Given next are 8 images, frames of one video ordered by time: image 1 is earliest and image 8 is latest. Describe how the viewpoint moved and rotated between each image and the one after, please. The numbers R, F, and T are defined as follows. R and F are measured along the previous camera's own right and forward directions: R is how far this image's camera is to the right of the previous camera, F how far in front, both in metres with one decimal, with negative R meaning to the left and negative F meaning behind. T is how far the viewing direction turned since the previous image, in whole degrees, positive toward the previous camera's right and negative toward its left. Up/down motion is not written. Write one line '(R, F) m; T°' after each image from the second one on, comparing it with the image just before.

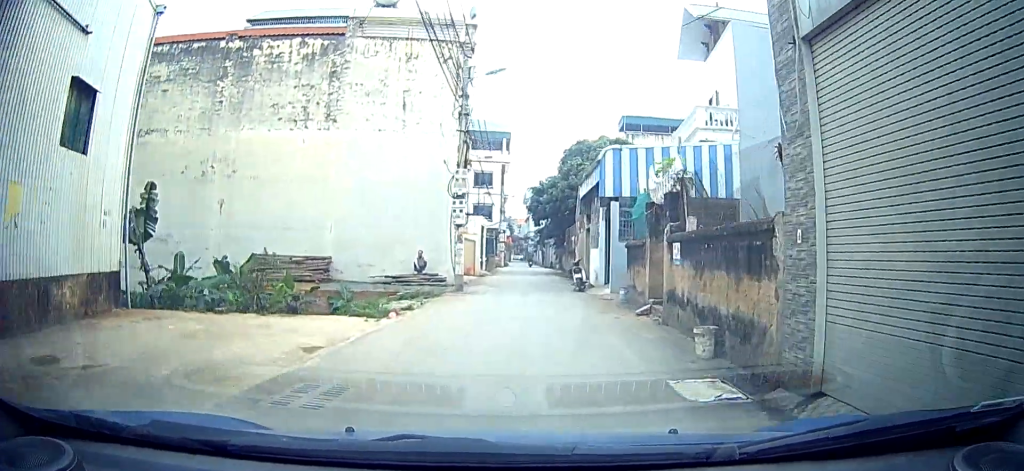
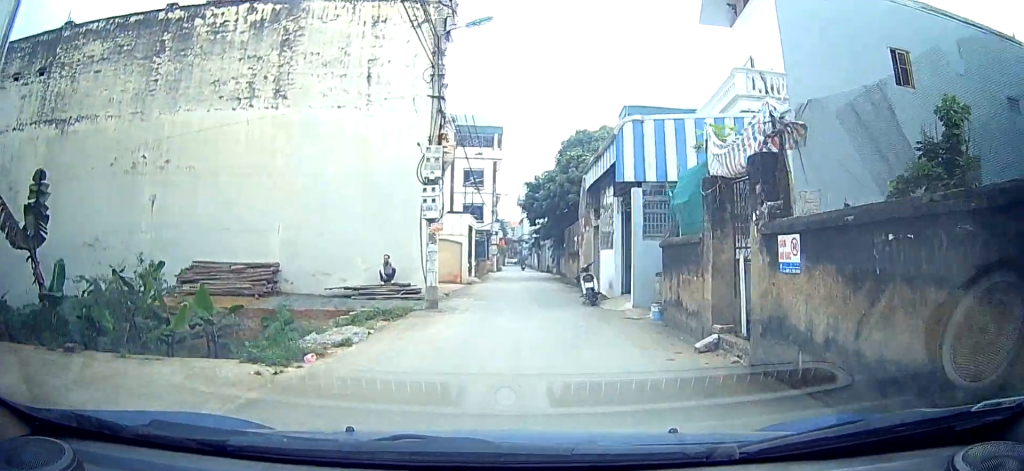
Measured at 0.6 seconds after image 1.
(-0.1, +2.2) m; -2°
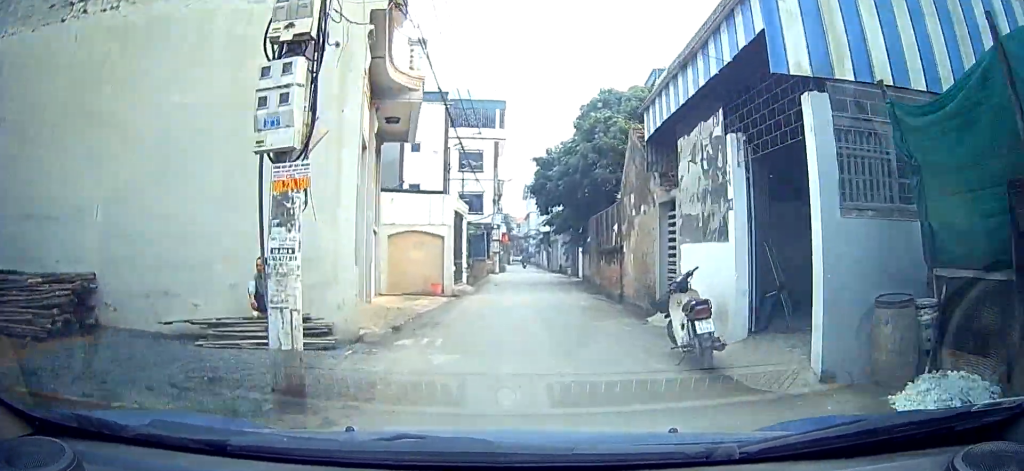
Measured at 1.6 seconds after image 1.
(0.0, +4.1) m; -1°
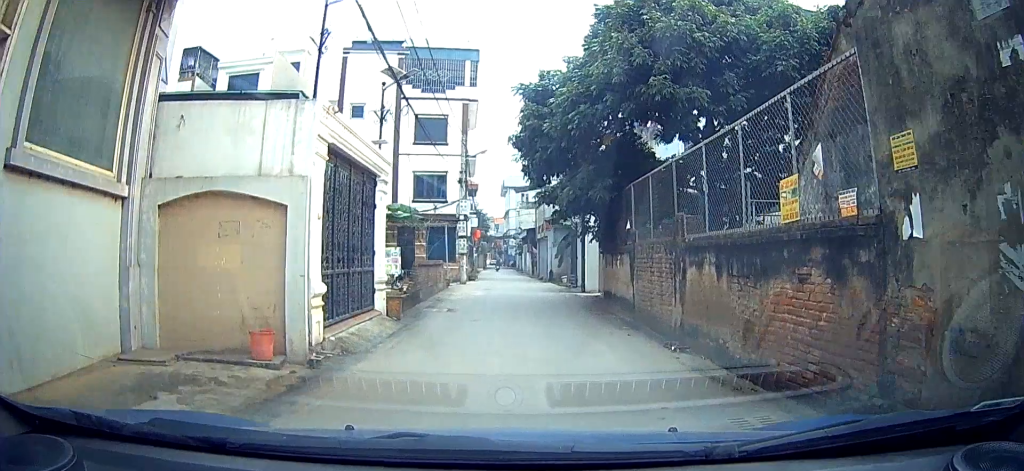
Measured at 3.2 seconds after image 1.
(0.0, +6.7) m; +1°
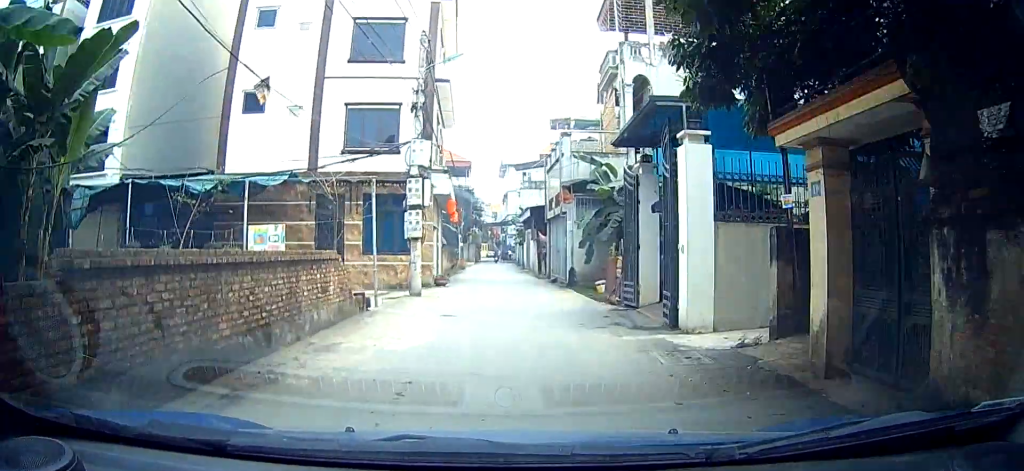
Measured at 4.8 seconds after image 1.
(+0.5, +9.8) m; +7°
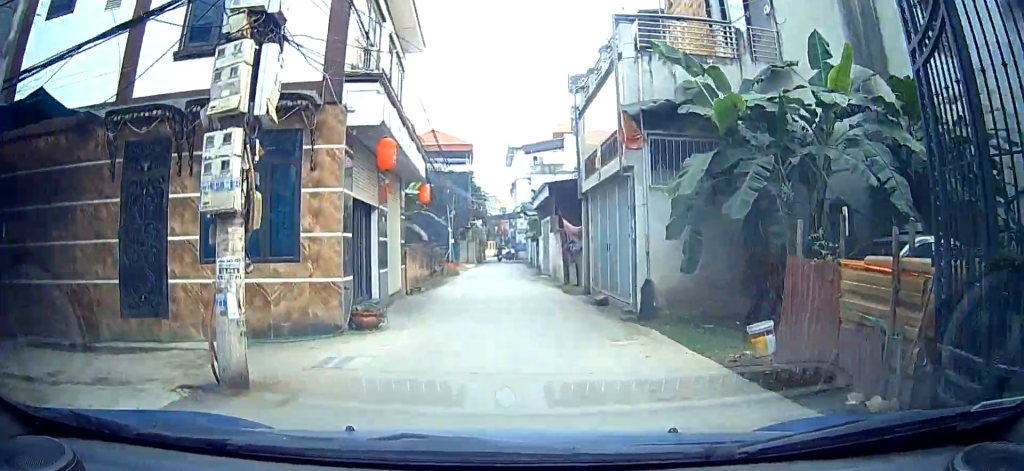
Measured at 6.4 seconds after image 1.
(+0.4, +12.6) m; +1°
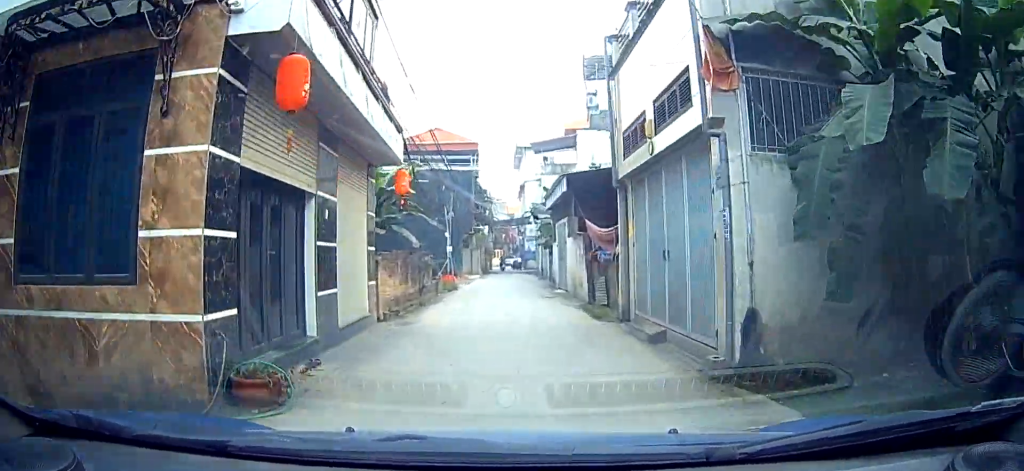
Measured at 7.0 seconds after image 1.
(0.0, +5.1) m; -1°
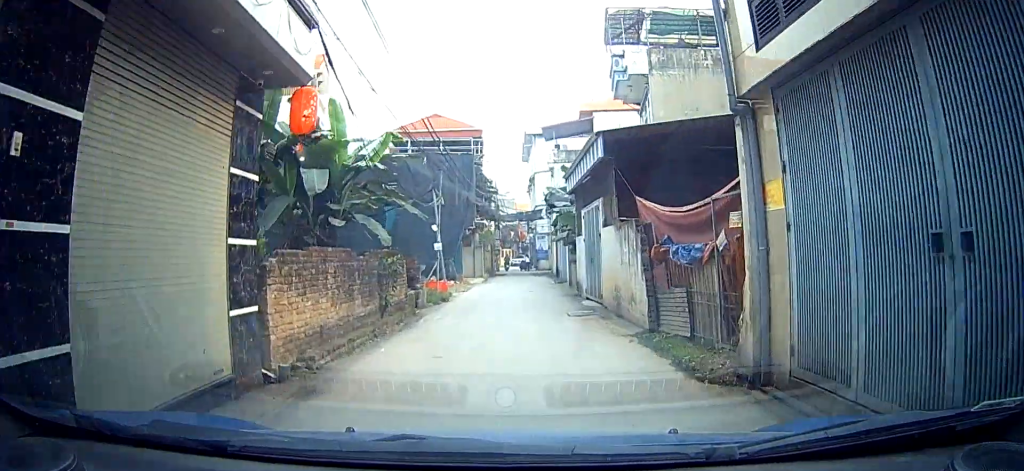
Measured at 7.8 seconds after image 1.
(-0.2, +7.0) m; -1°
